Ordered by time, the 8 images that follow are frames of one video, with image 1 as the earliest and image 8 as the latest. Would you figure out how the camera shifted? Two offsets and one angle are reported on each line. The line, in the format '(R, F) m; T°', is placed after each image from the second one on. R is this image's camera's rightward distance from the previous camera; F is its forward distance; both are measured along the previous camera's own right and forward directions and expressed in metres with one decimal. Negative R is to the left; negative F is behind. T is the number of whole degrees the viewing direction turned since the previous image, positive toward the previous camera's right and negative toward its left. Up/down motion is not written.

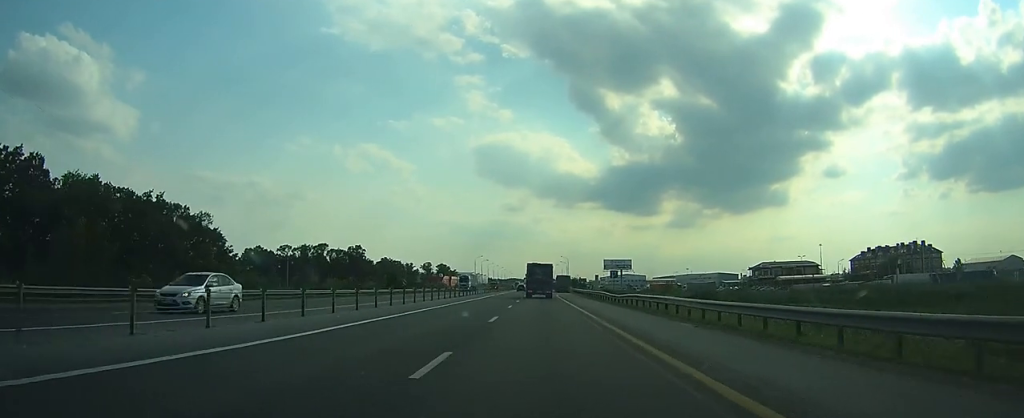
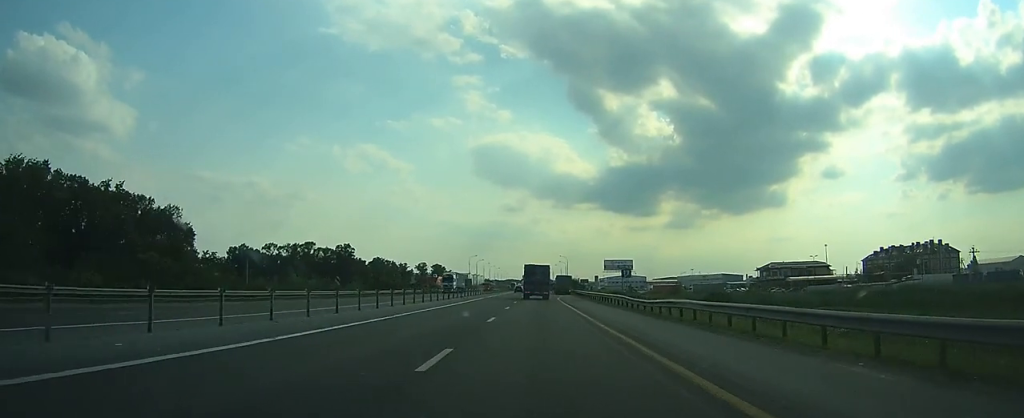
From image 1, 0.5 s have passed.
(0.0, +11.5) m; 0°
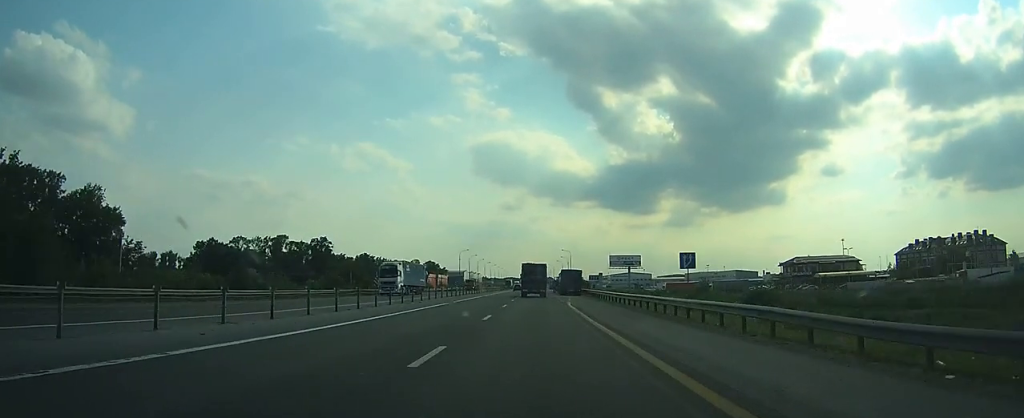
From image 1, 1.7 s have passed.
(0.0, +24.1) m; 0°
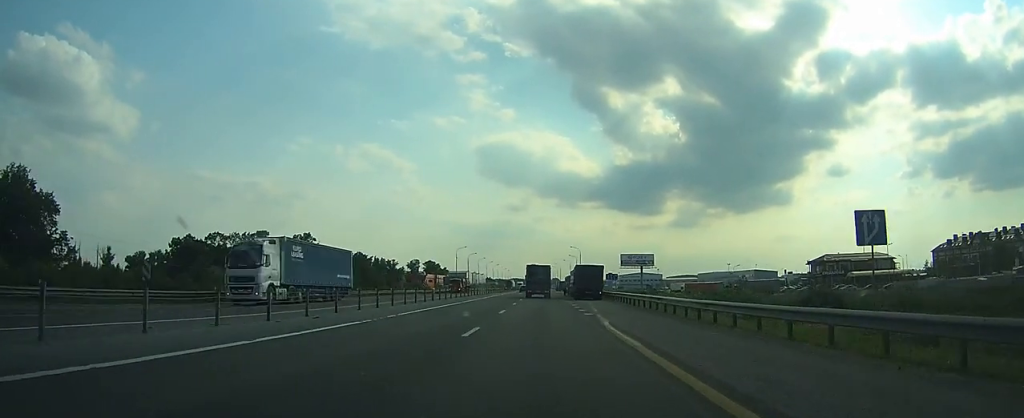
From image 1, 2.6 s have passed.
(0.0, +18.9) m; 0°
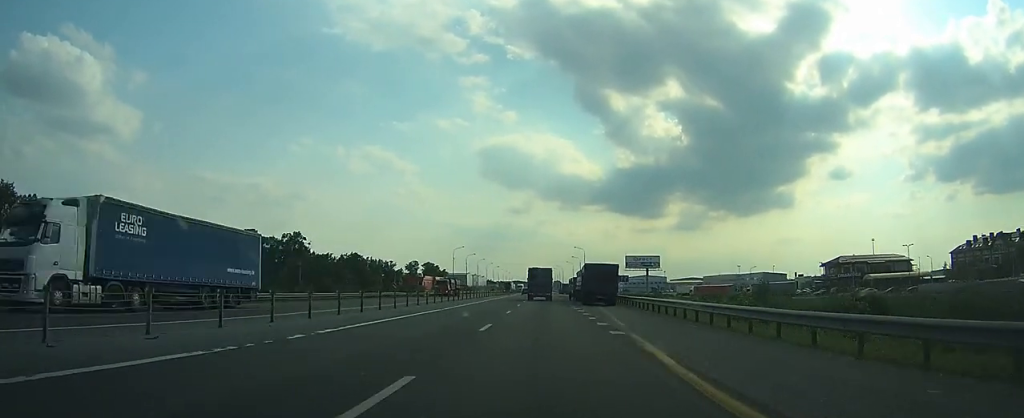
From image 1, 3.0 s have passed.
(0.0, +9.0) m; 0°
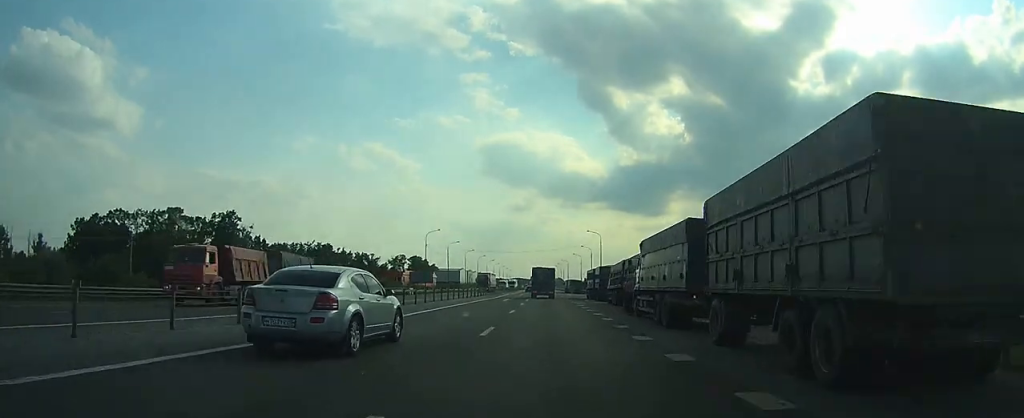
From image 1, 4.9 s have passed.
(-0.2, +38.6) m; 0°
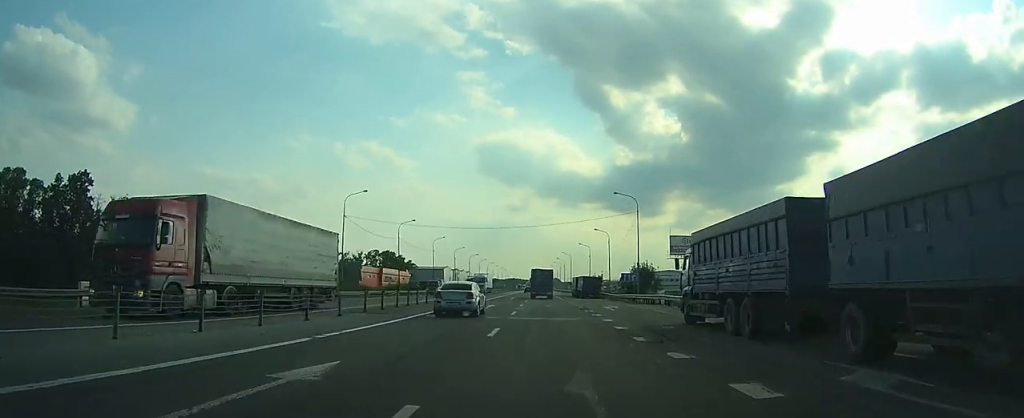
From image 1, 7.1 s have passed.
(-0.2, +47.0) m; -1°
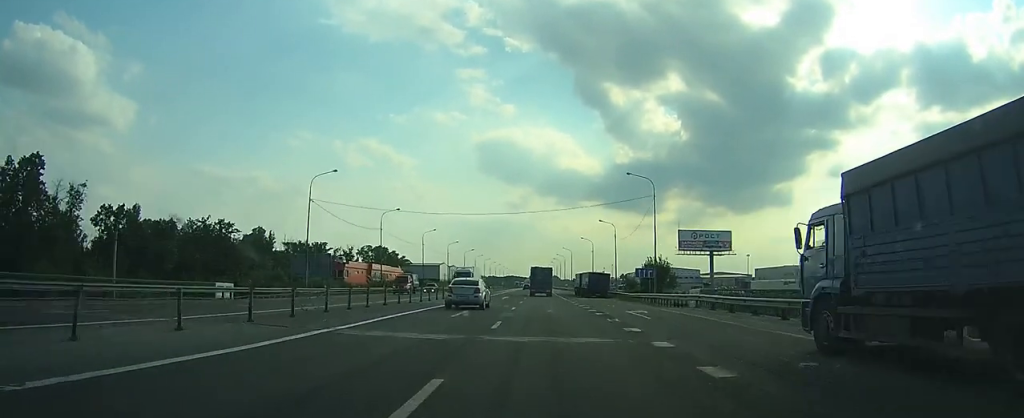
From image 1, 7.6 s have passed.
(0.0, +10.4) m; 0°
